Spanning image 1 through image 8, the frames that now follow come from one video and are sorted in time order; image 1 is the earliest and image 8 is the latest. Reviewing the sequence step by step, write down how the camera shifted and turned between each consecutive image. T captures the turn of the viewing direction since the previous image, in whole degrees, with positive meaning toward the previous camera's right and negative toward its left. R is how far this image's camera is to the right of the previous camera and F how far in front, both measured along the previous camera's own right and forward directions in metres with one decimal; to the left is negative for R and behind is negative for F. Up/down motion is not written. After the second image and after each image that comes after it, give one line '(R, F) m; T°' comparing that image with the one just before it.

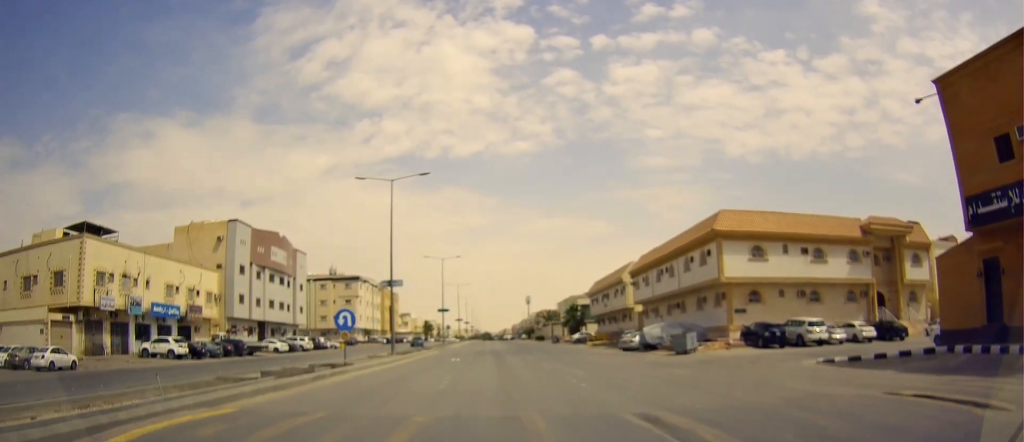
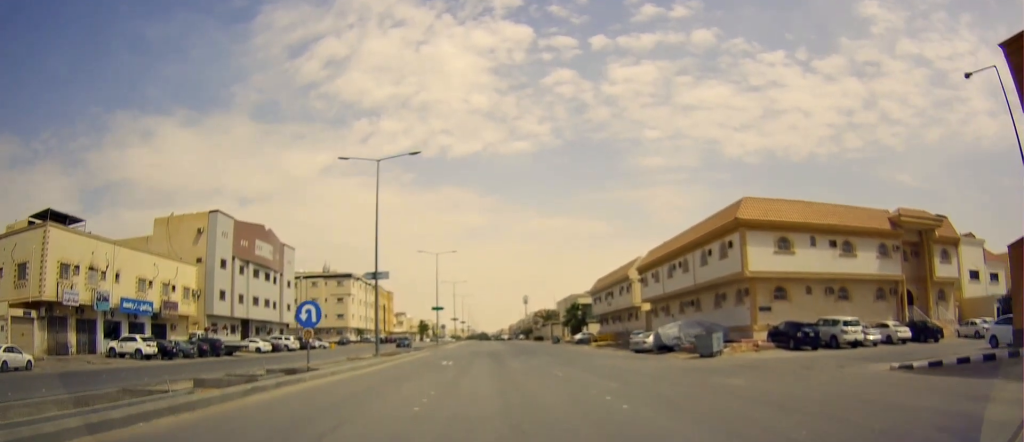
(+0.2, +5.8) m; -3°
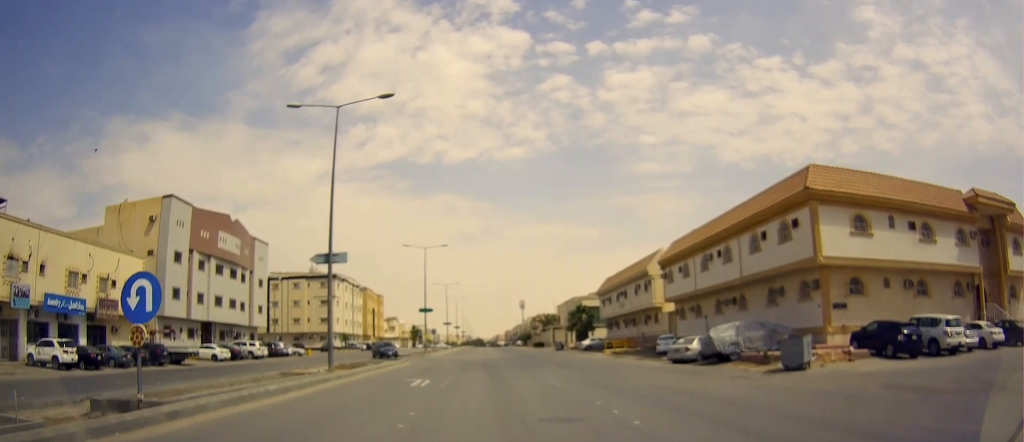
(+0.3, +10.7) m; +3°
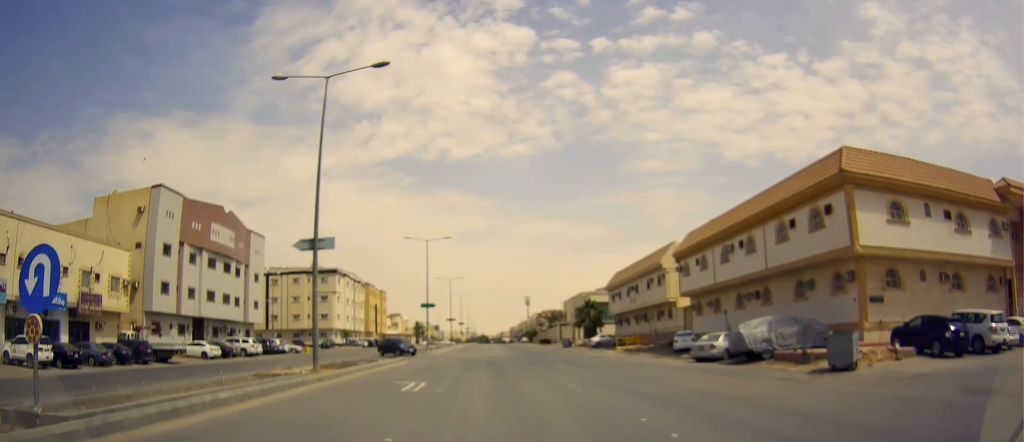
(-0.3, +2.6) m; -4°
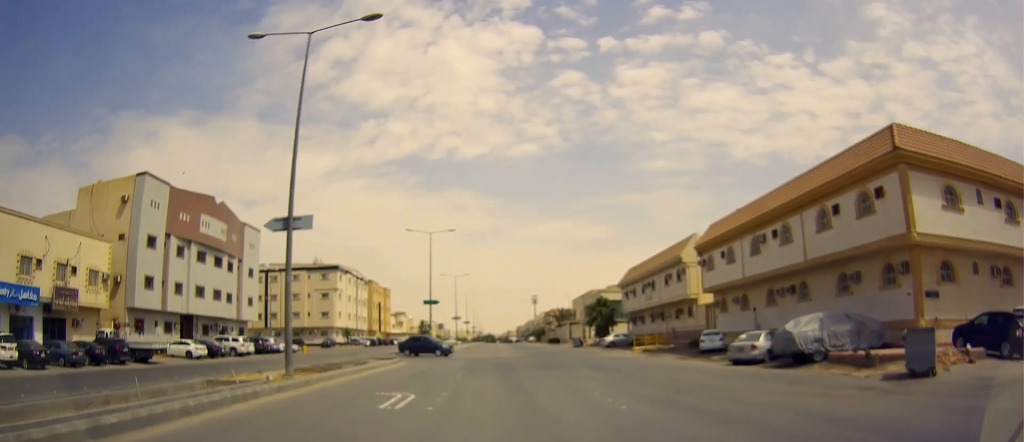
(-0.1, +3.4) m; -1°
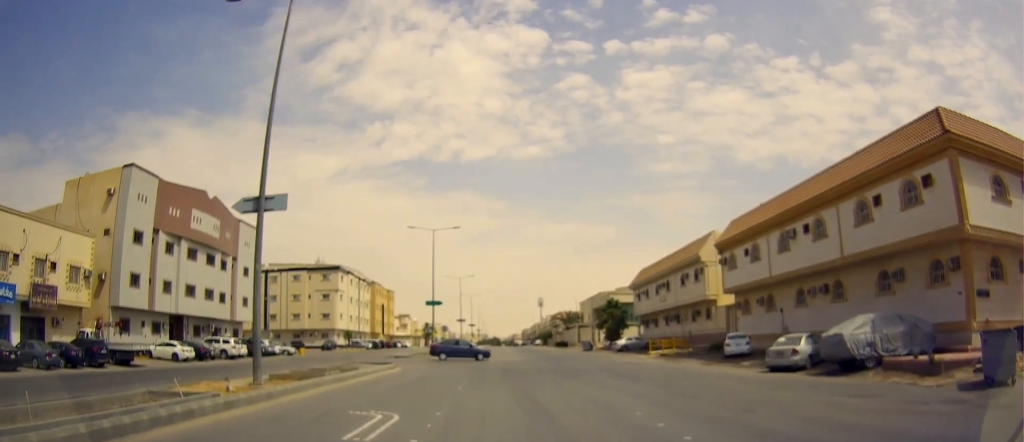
(0.0, +2.7) m; +1°
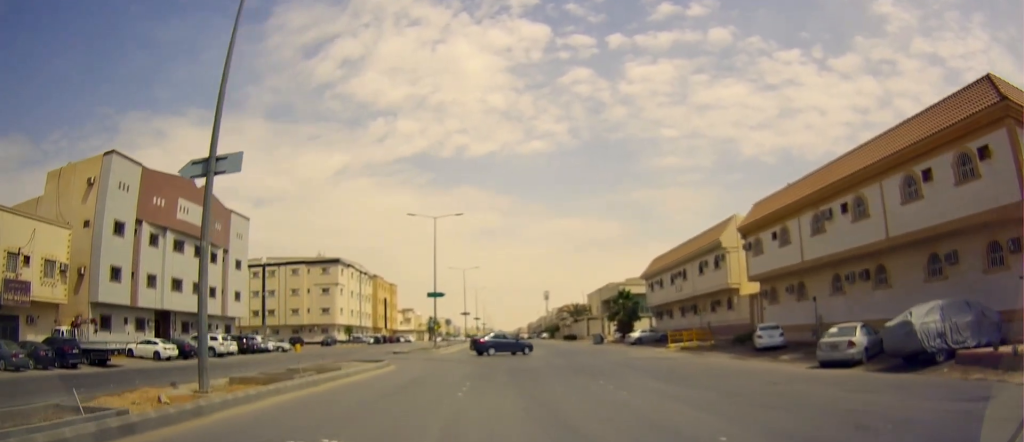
(+0.1, +3.3) m; +1°
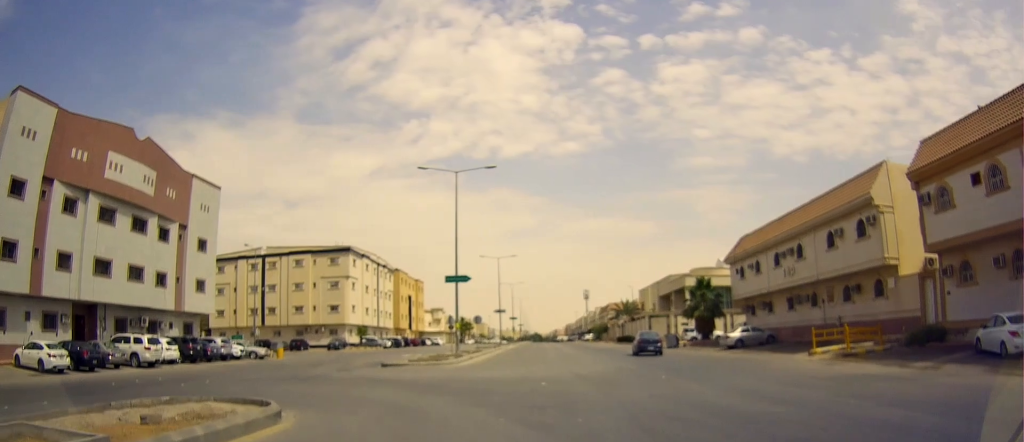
(0.0, +16.0) m; -4°
